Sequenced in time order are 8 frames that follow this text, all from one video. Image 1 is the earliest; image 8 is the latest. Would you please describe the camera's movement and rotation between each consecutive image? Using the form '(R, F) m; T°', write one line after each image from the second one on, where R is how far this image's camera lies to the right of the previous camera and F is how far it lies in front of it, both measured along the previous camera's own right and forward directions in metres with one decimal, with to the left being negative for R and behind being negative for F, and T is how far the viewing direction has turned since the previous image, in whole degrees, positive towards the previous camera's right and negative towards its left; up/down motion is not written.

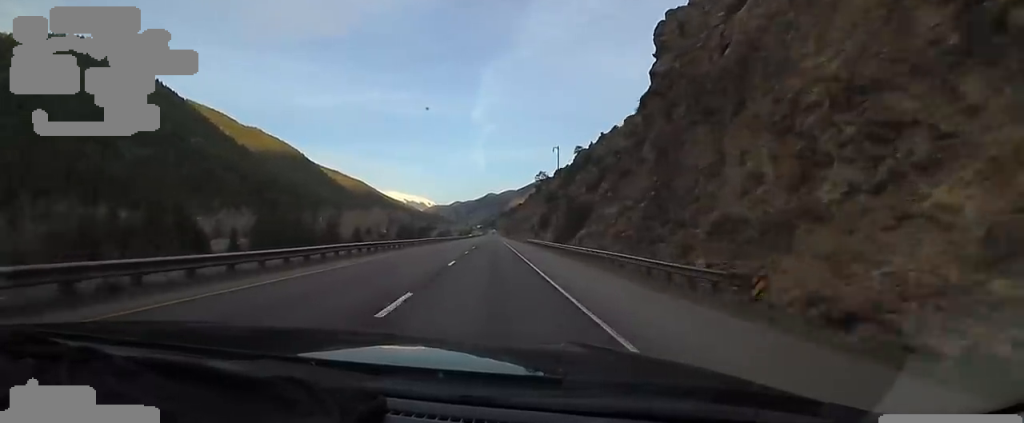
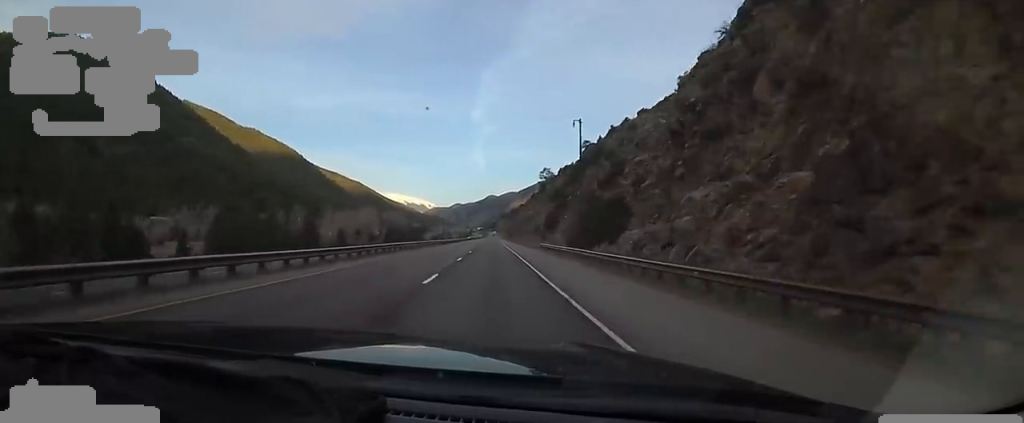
(-0.7, +18.7) m; -2°
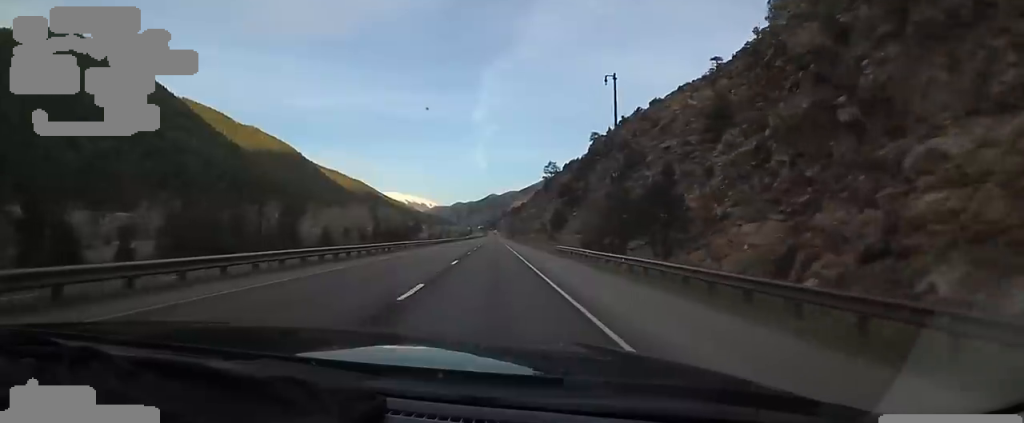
(-0.1, +15.6) m; +1°
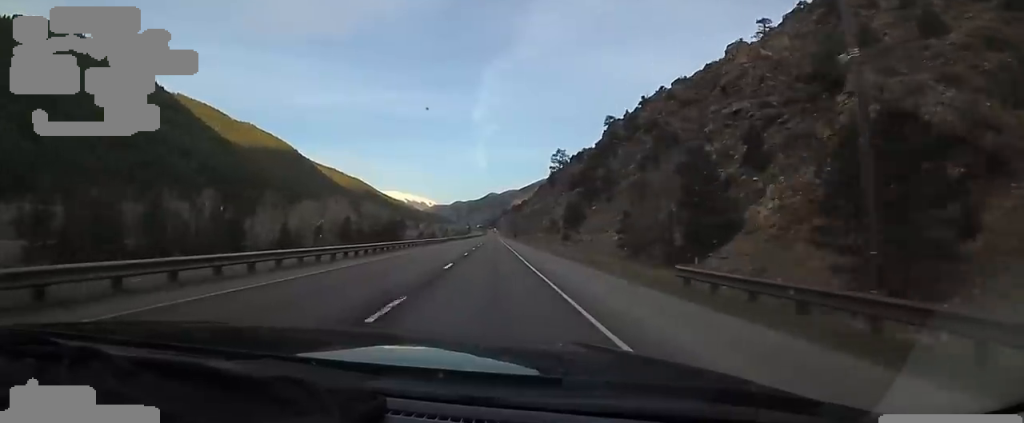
(+0.2, +27.0) m; +2°
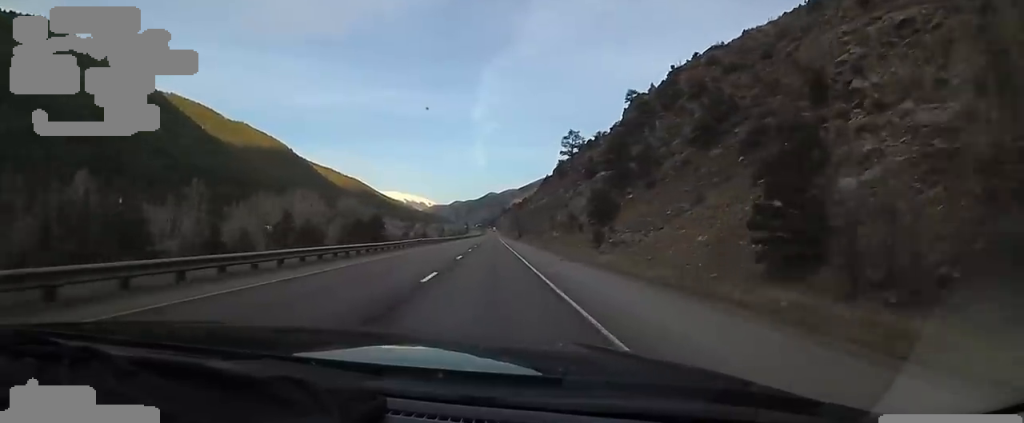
(+0.9, +30.1) m; -1°
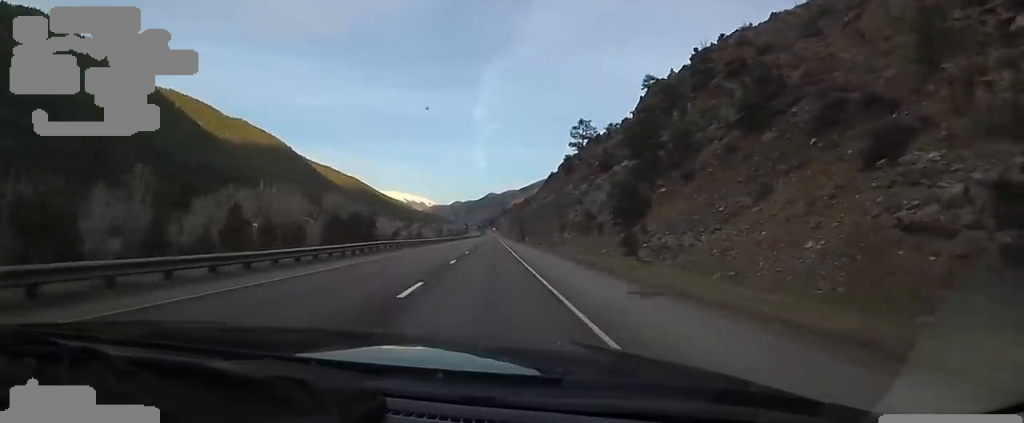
(-0.6, +15.6) m; -1°
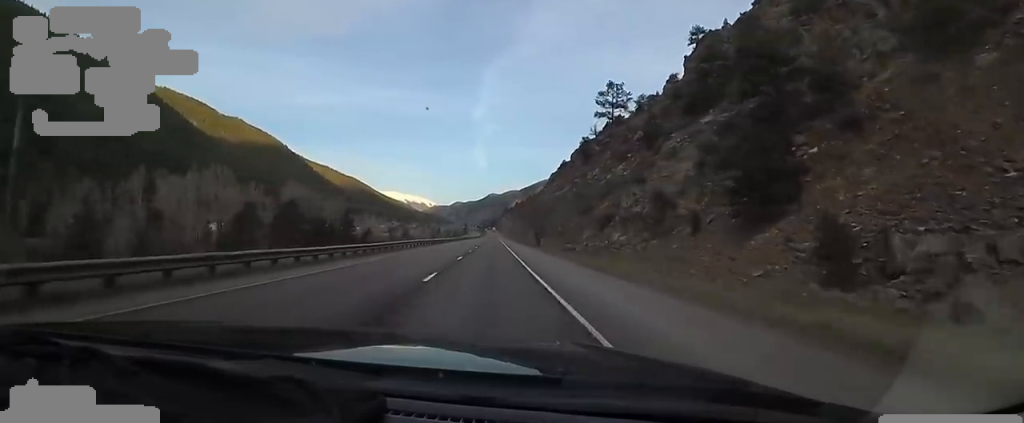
(-0.5, +32.2) m; +1°
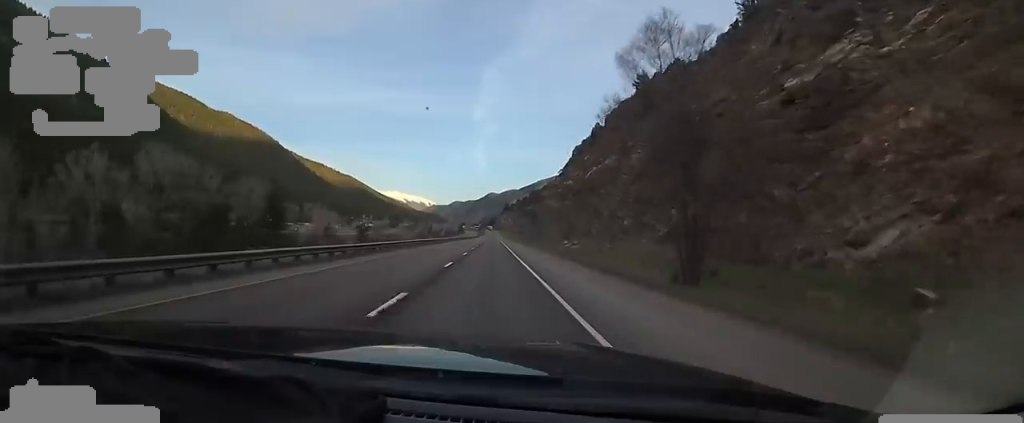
(+1.1, +55.0) m; -1°
